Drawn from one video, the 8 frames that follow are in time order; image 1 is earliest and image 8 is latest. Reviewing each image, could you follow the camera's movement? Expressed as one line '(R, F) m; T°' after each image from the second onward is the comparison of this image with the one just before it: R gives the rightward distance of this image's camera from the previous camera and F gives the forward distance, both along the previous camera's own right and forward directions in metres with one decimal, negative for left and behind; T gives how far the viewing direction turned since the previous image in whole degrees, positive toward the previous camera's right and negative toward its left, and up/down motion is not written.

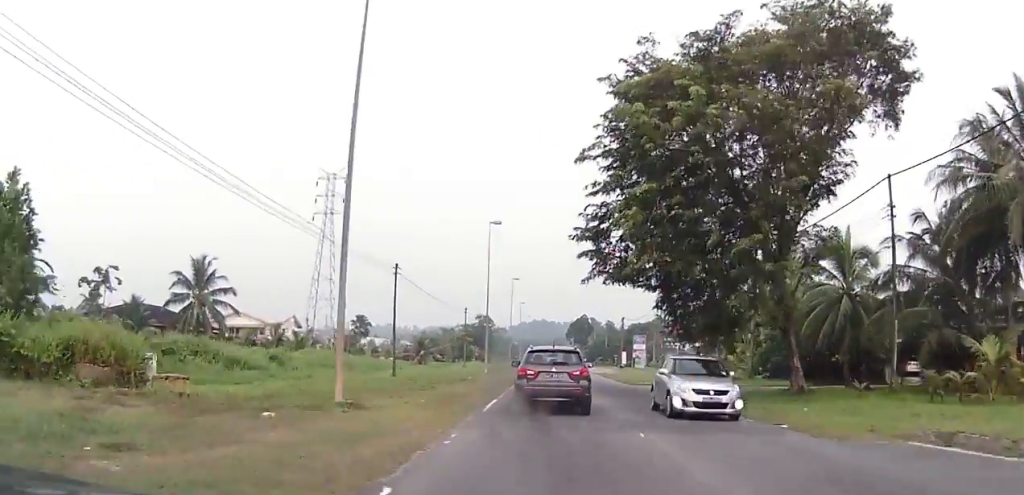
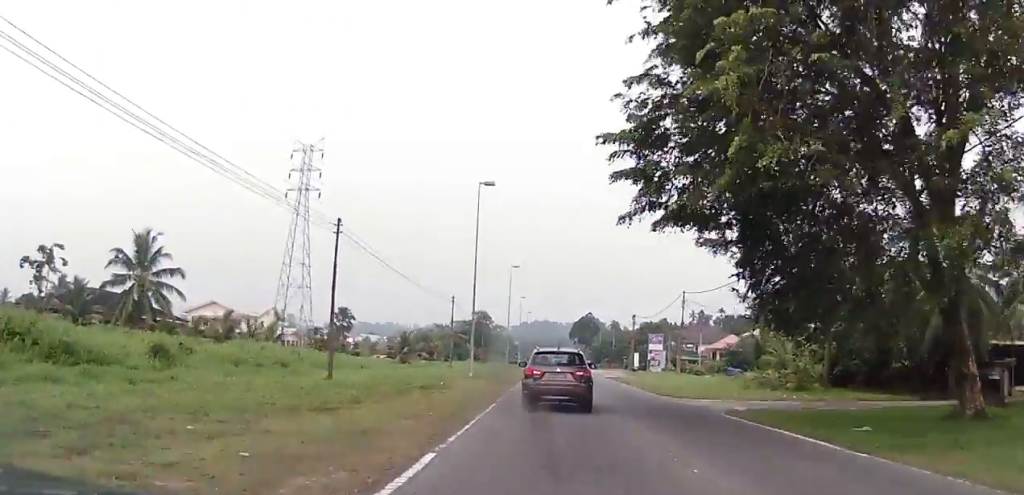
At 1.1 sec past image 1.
(+0.6, +12.6) m; 0°
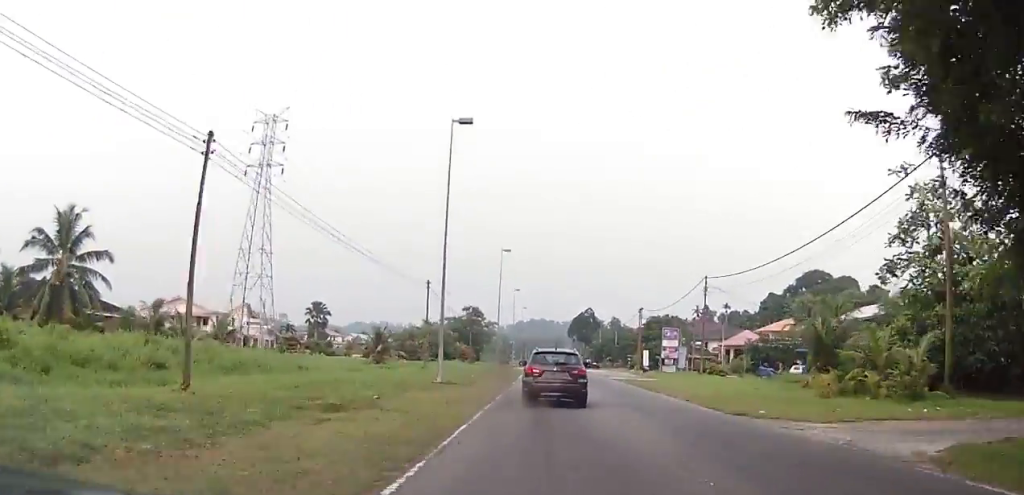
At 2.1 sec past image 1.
(-0.5, +11.7) m; -3°
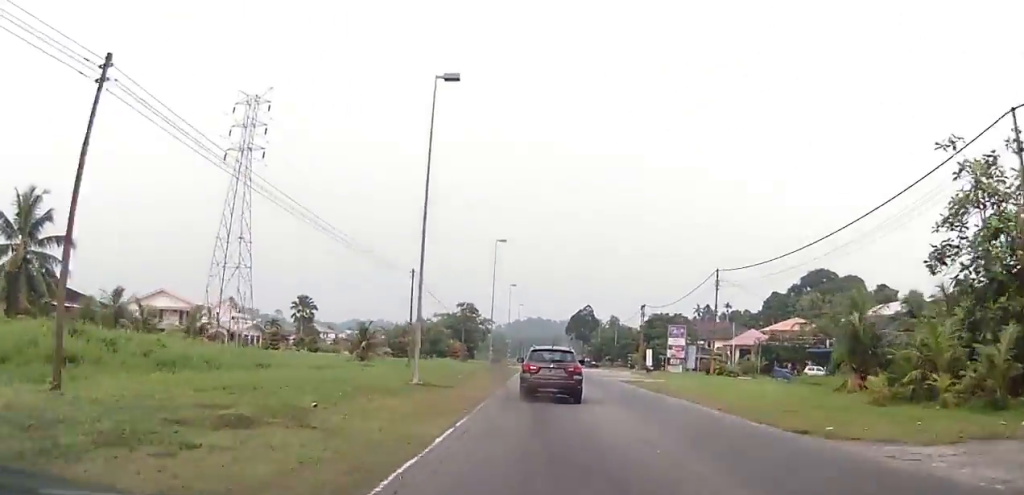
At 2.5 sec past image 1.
(0.0, +5.2) m; 0°
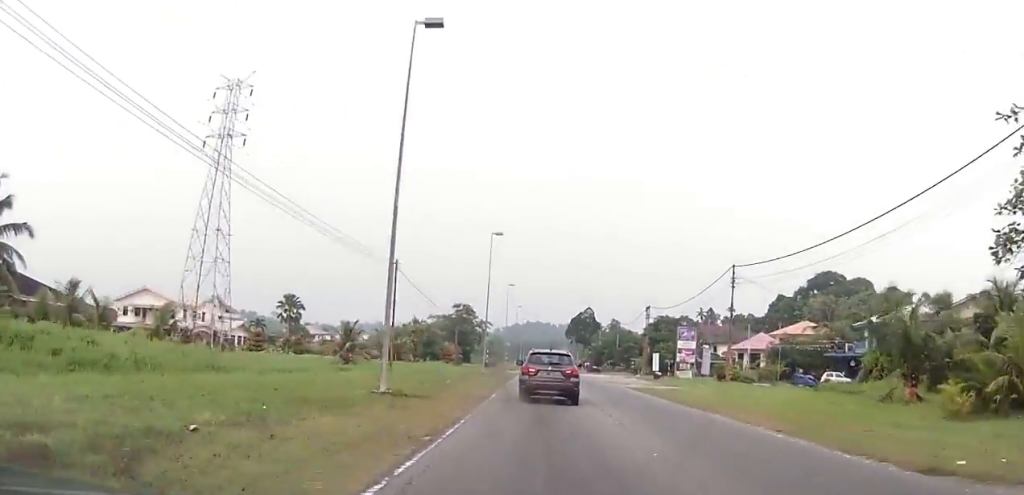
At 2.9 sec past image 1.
(-0.1, +5.1) m; 0°
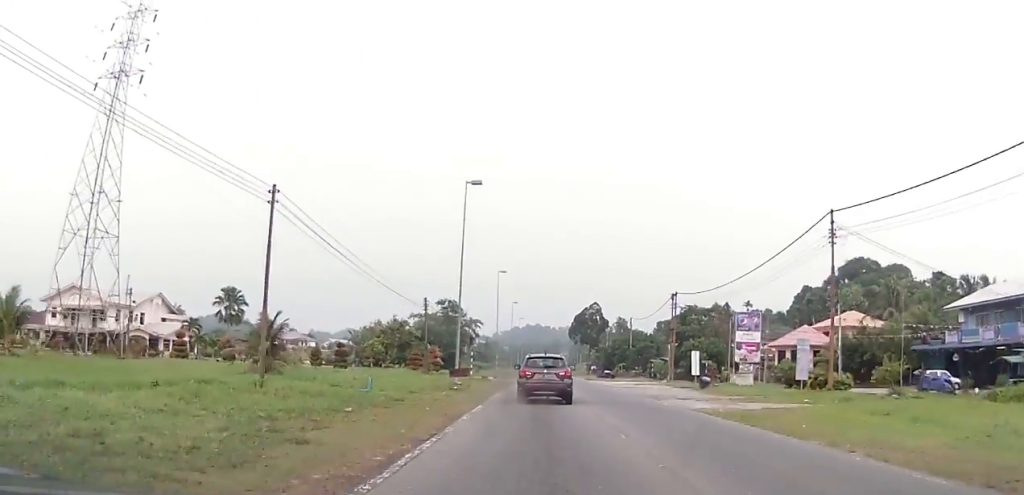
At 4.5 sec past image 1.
(+0.5, +18.5) m; +2°
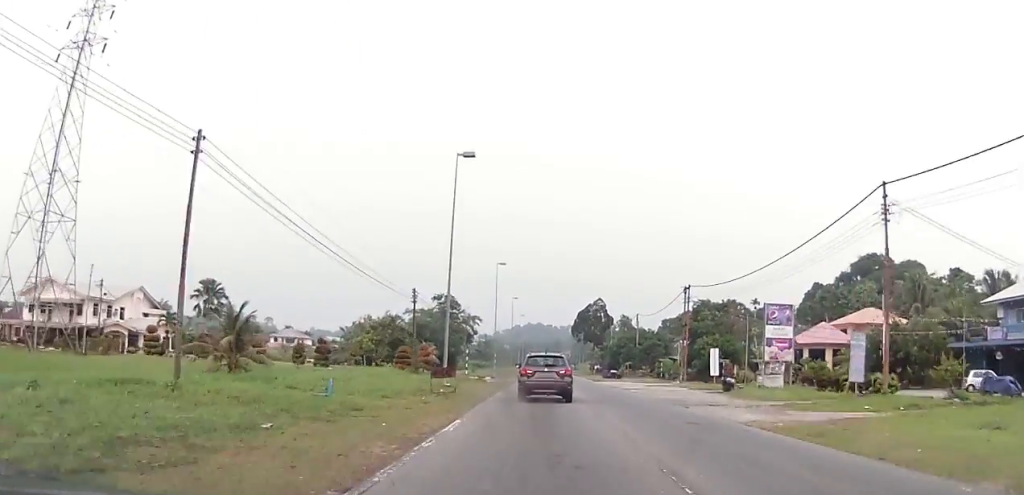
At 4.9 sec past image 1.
(+0.2, +5.4) m; -1°
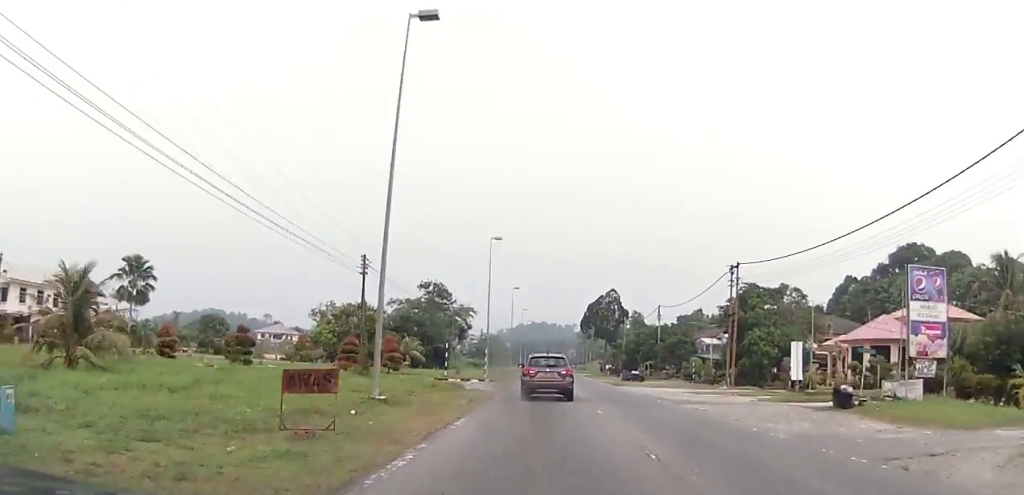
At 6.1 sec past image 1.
(-0.5, +15.2) m; 0°
